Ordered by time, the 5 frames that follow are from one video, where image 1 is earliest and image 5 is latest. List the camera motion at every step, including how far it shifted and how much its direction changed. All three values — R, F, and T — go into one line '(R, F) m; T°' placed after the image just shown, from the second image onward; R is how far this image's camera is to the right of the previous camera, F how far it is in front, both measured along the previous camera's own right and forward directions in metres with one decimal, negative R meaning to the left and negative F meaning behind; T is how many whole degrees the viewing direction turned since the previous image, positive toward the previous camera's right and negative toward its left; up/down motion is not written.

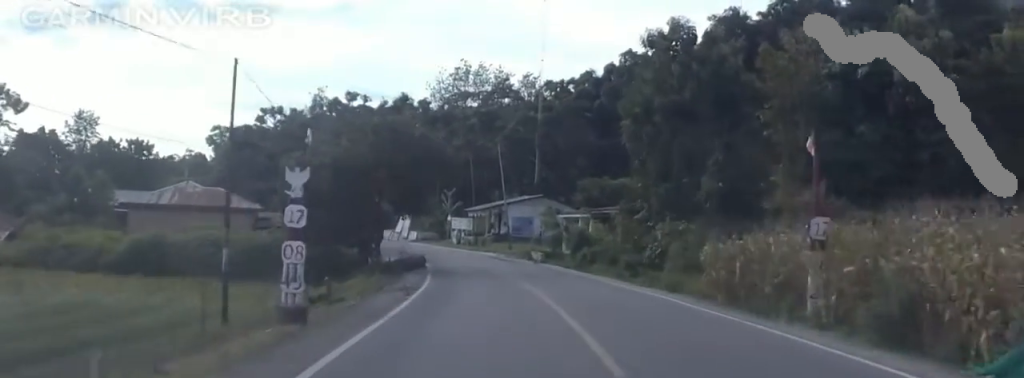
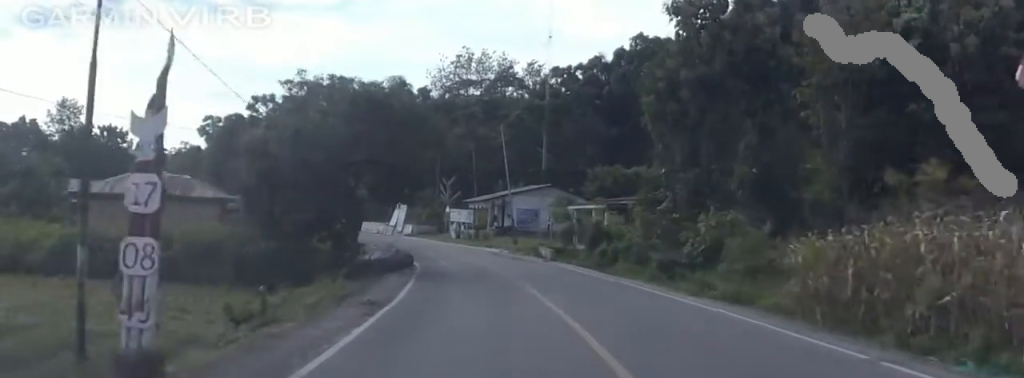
(-0.9, +7.0) m; 0°
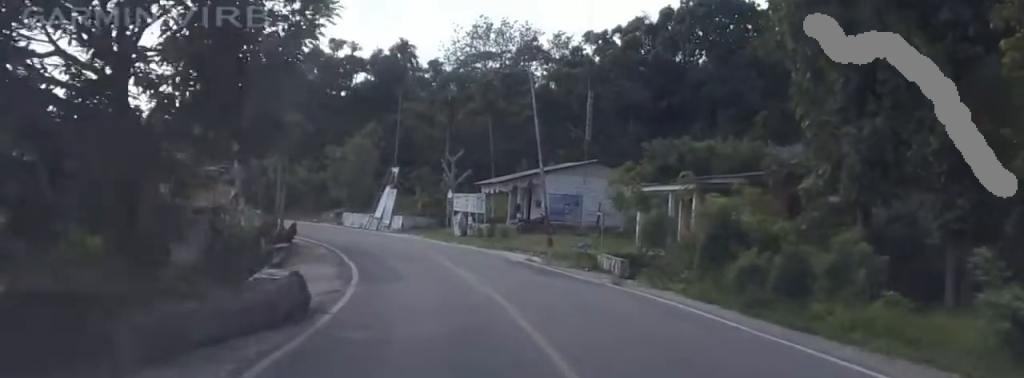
(+1.1, +20.3) m; 0°
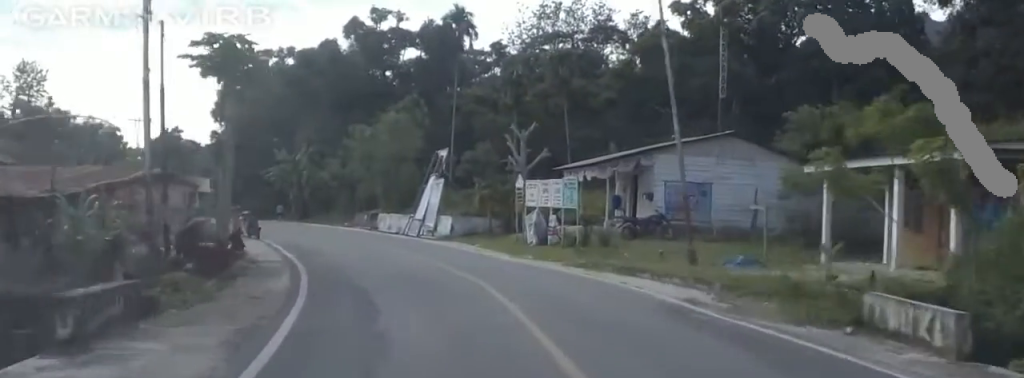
(-1.9, +15.4) m; -8°
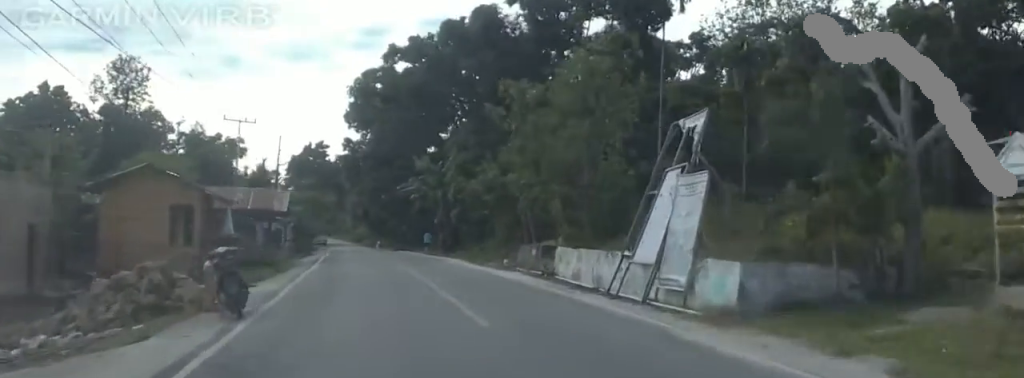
(-1.6, +21.7) m; -11°
